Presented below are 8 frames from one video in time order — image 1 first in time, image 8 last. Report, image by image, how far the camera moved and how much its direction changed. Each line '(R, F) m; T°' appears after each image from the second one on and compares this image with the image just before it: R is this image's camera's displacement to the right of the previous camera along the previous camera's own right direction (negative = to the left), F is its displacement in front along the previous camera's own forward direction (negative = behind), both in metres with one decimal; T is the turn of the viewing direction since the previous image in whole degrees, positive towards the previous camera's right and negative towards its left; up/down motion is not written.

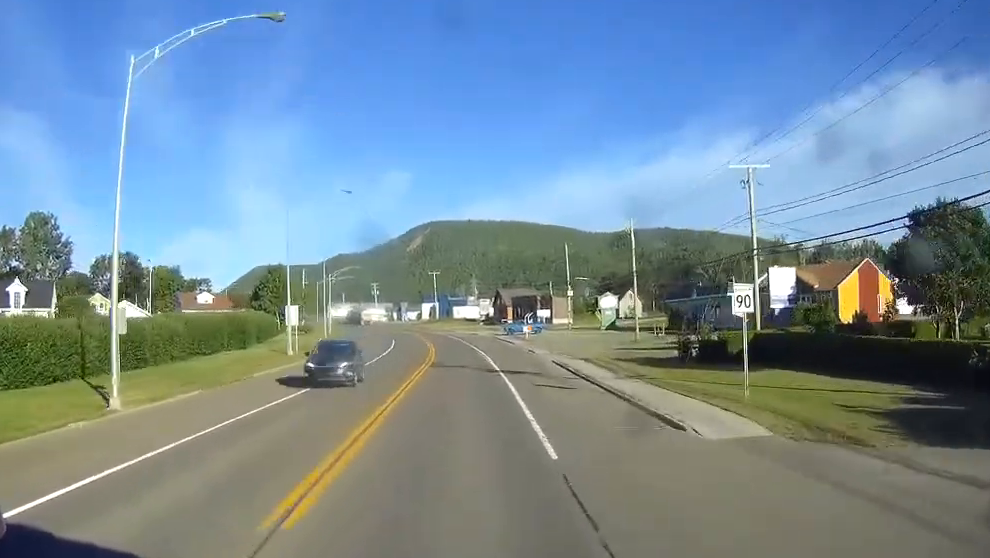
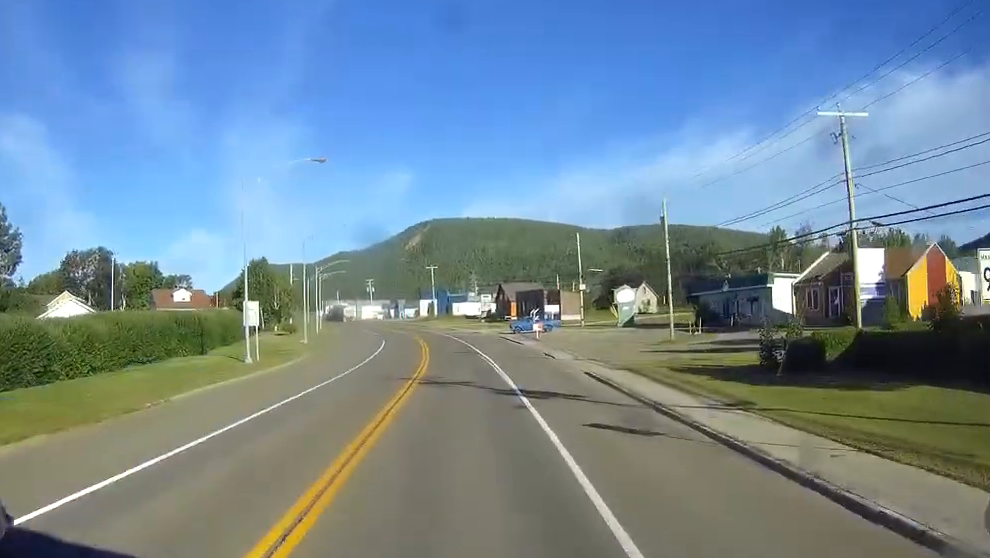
(0.0, +12.0) m; 0°
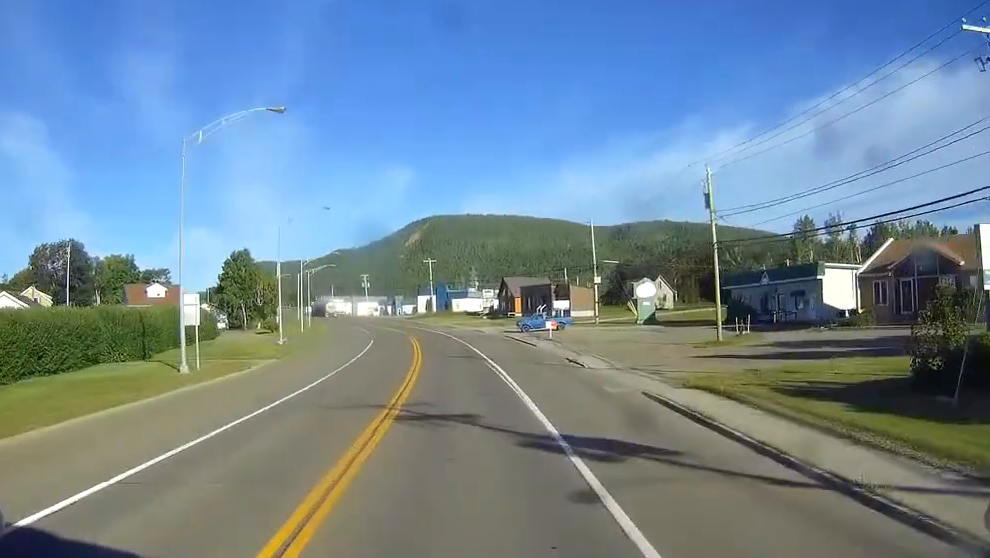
(0.0, +11.4) m; 0°
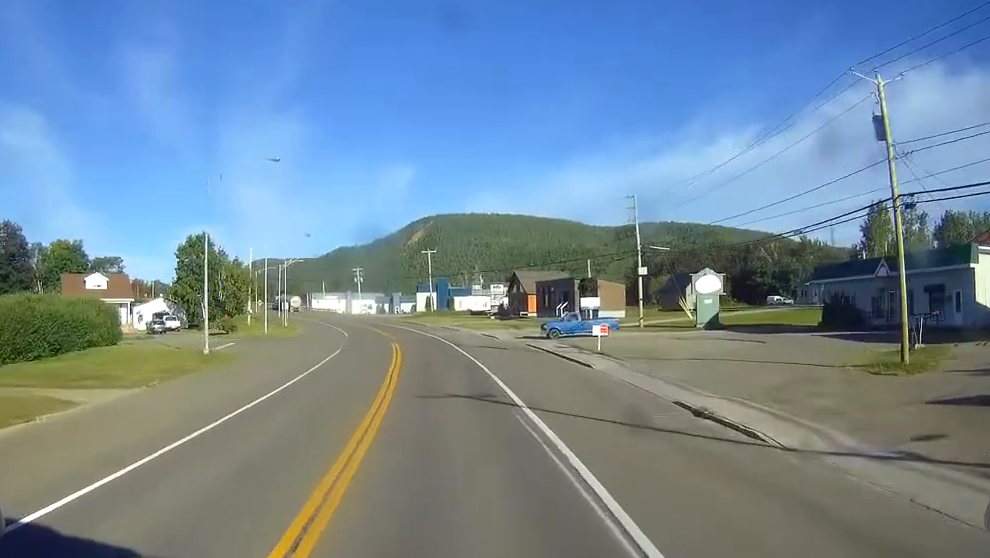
(0.0, +21.8) m; 0°
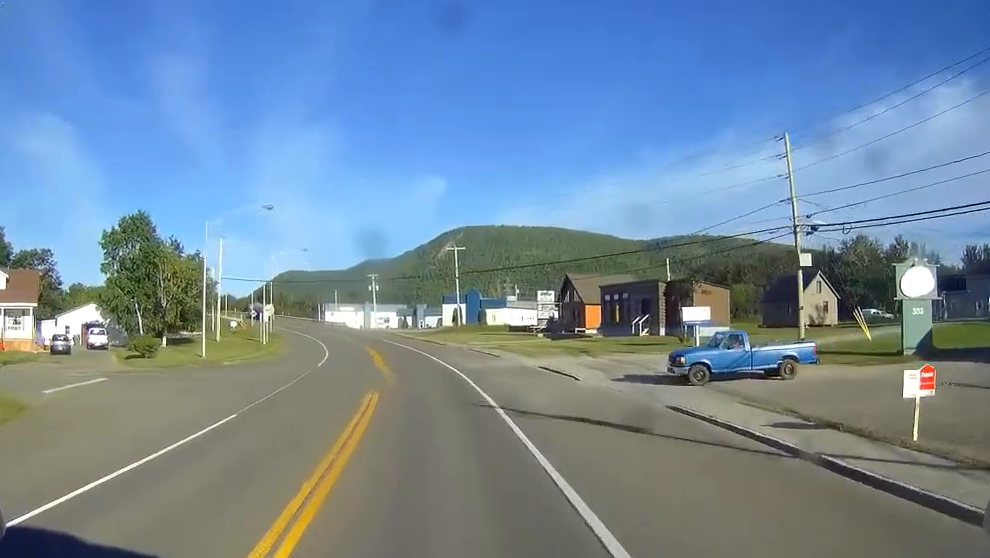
(-0.3, +30.1) m; -2°
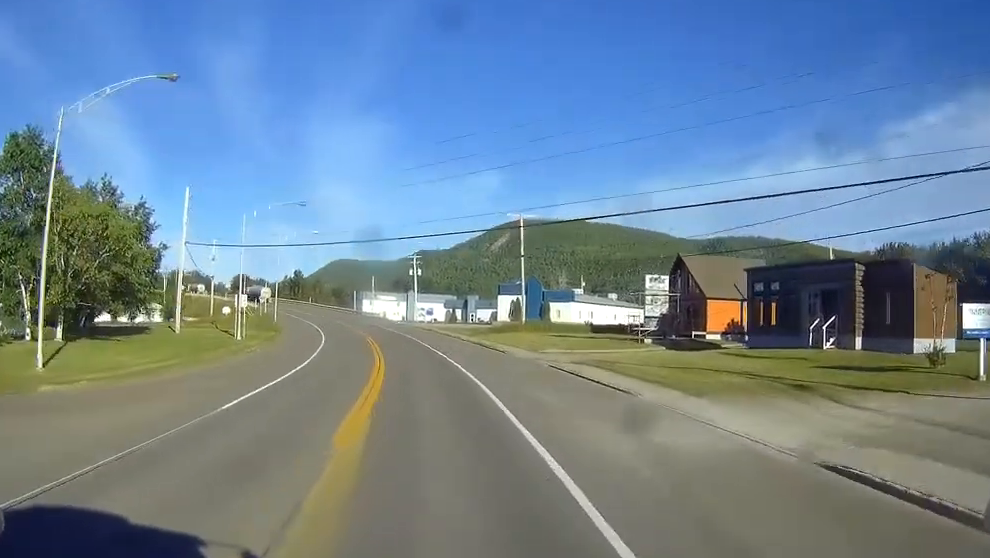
(-0.7, +29.4) m; -3°
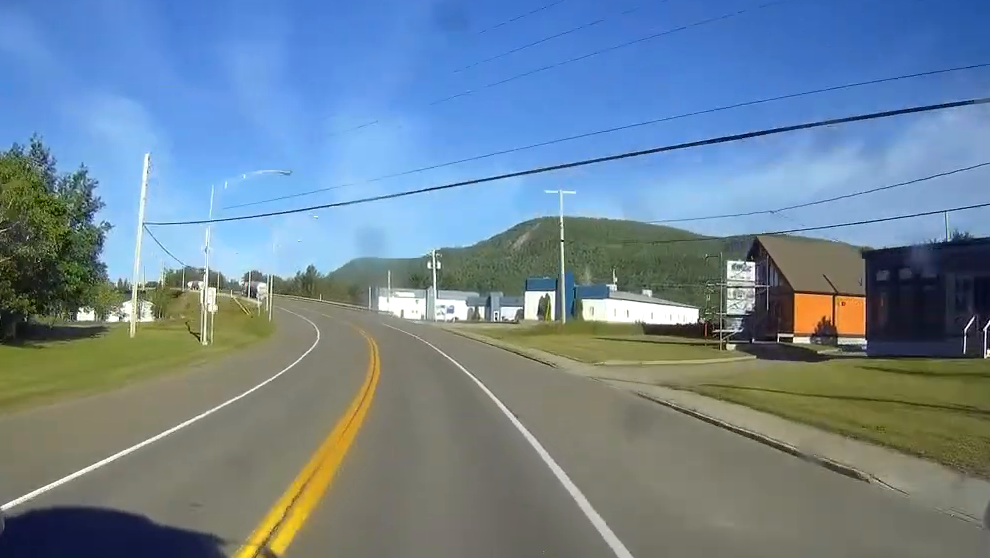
(-0.2, +13.9) m; -1°
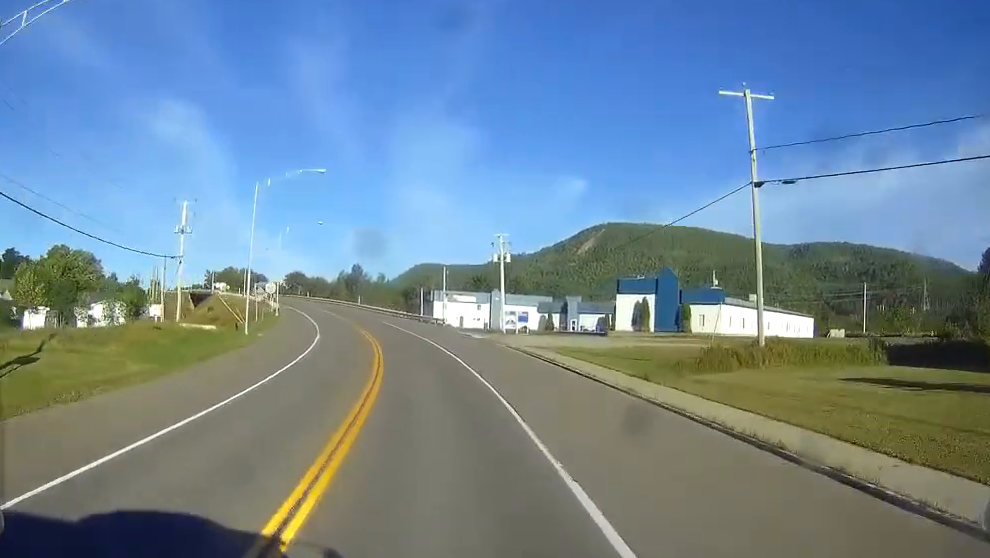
(-0.9, +31.2) m; -3°
